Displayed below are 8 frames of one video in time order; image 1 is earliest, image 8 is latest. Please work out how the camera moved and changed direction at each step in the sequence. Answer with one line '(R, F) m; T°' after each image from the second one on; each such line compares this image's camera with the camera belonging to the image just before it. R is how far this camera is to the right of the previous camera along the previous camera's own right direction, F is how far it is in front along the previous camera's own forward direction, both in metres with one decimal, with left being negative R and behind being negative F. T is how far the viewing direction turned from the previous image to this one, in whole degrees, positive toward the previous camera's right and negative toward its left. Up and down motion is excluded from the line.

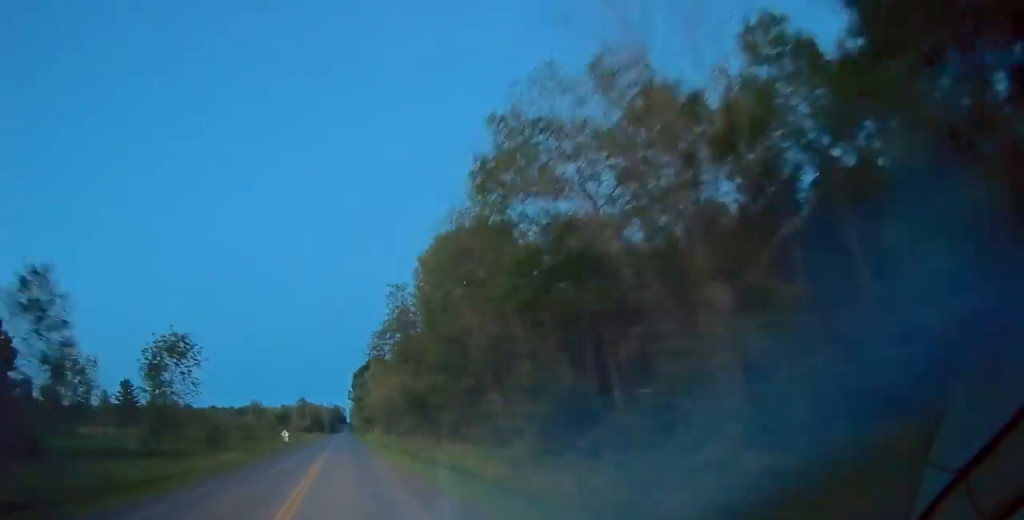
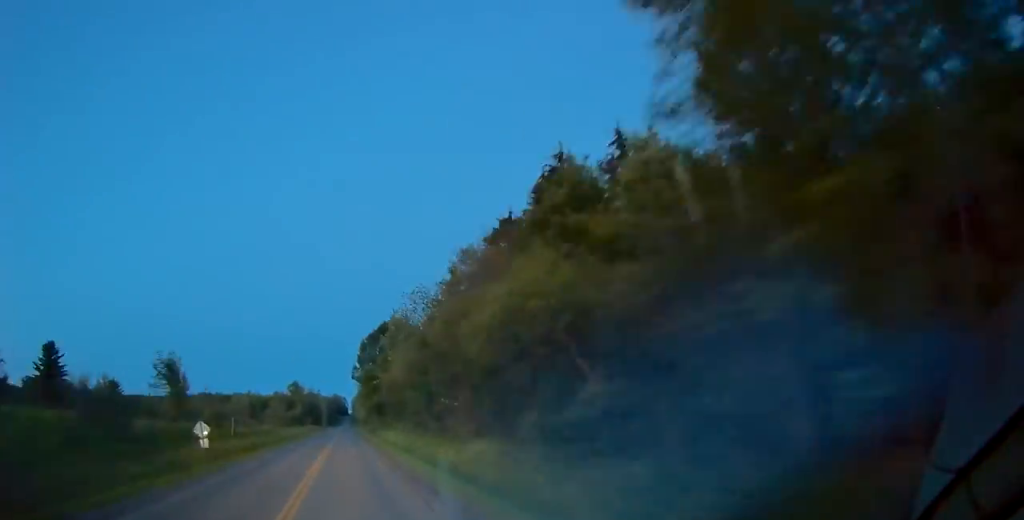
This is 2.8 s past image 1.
(+0.2, +51.4) m; 0°
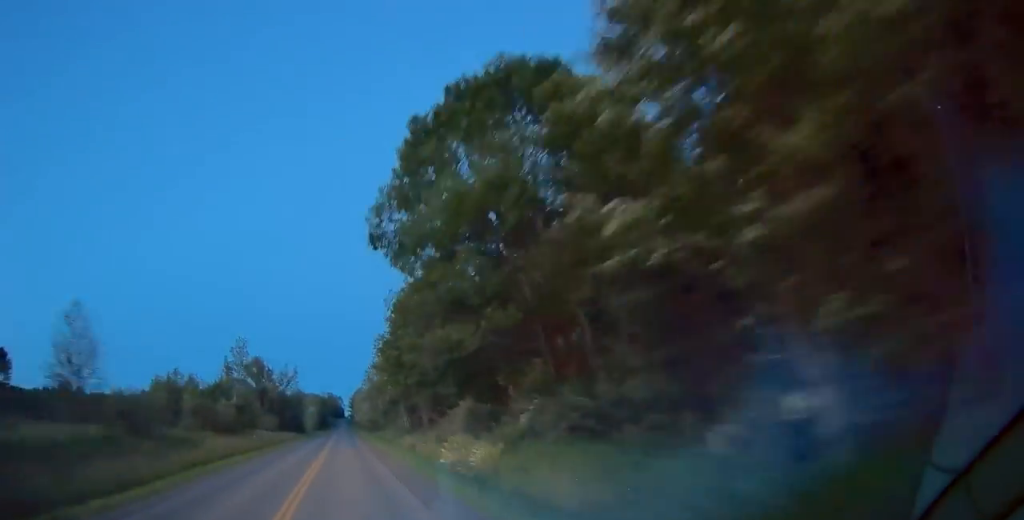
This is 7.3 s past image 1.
(0.0, +84.3) m; 0°
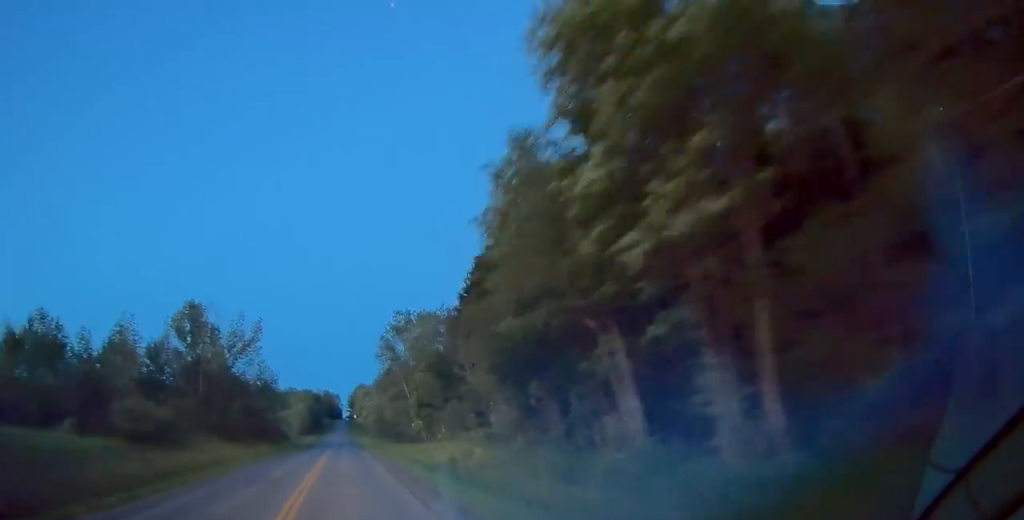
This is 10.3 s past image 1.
(0.0, +55.5) m; 0°
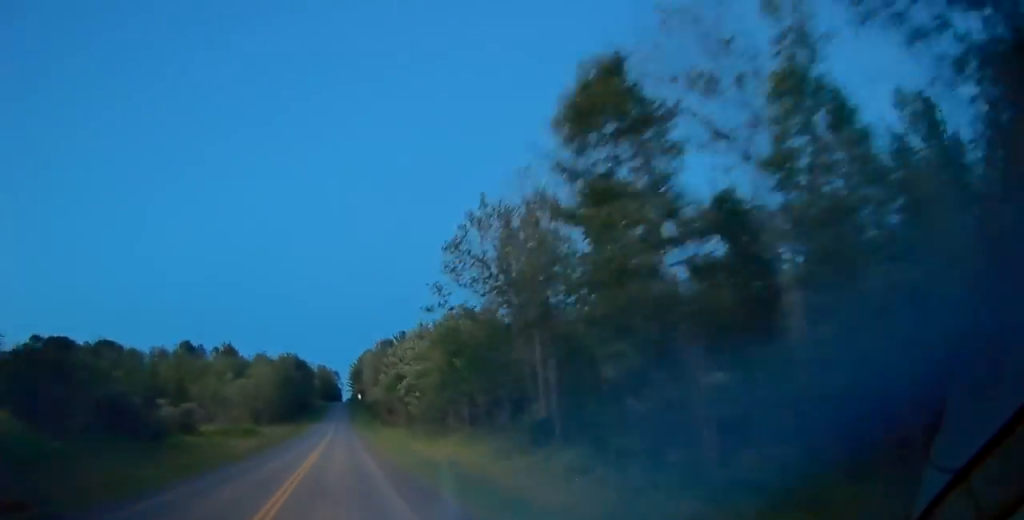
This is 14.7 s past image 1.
(-0.1, +84.4) m; 0°
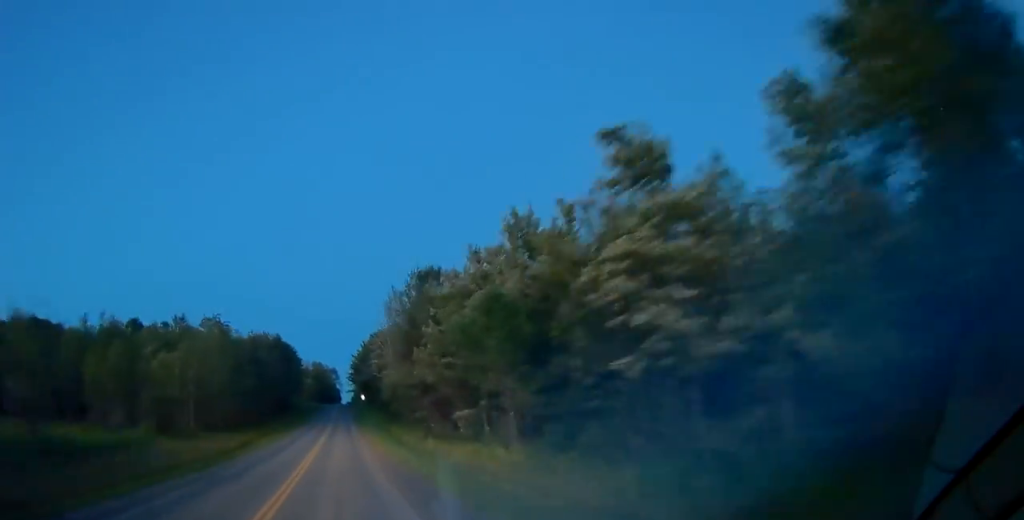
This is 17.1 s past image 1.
(-0.4, +46.1) m; 0°
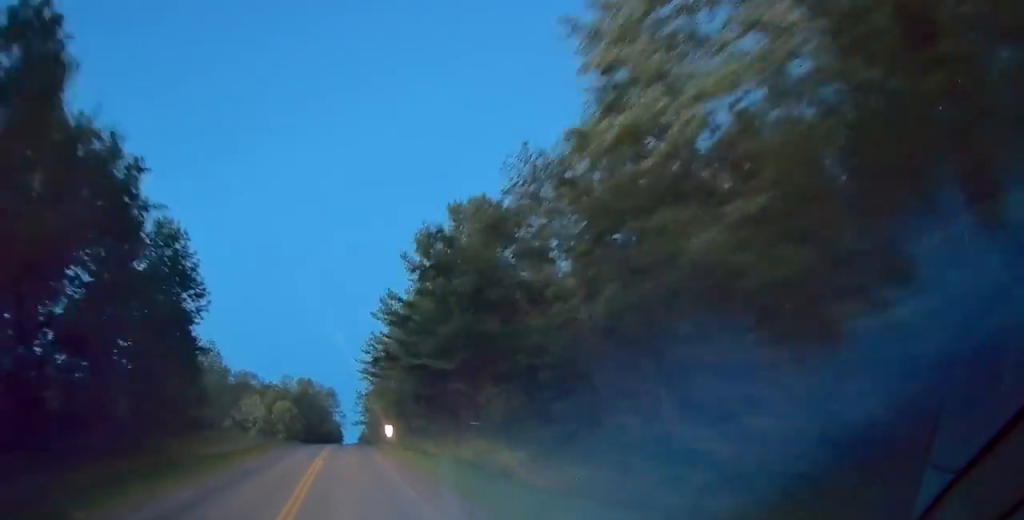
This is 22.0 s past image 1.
(+0.7, +92.0) m; +1°
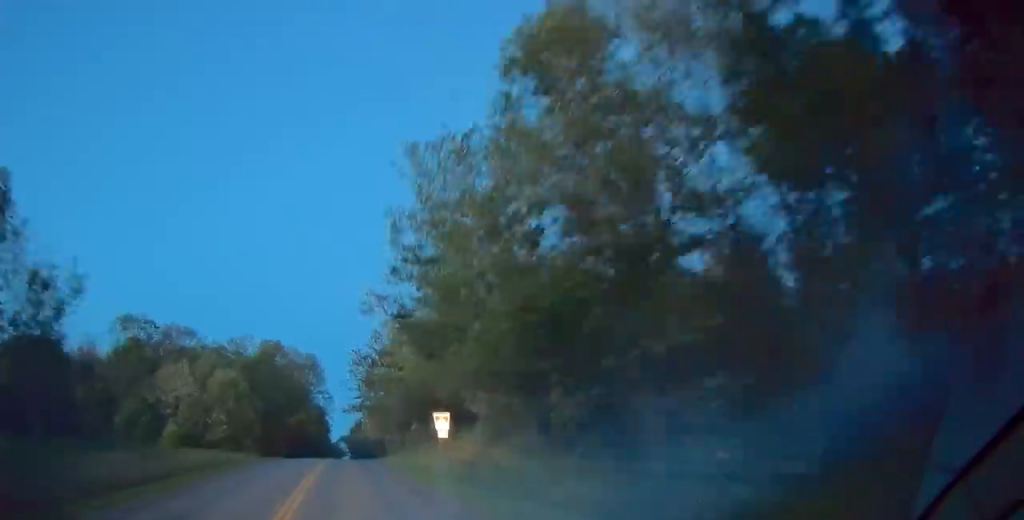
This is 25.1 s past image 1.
(+0.1, +55.1) m; 0°
